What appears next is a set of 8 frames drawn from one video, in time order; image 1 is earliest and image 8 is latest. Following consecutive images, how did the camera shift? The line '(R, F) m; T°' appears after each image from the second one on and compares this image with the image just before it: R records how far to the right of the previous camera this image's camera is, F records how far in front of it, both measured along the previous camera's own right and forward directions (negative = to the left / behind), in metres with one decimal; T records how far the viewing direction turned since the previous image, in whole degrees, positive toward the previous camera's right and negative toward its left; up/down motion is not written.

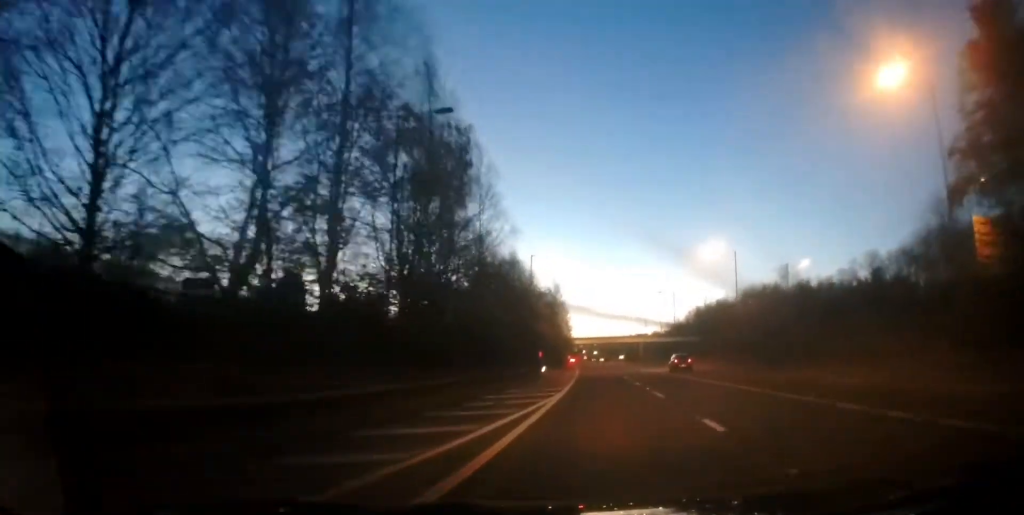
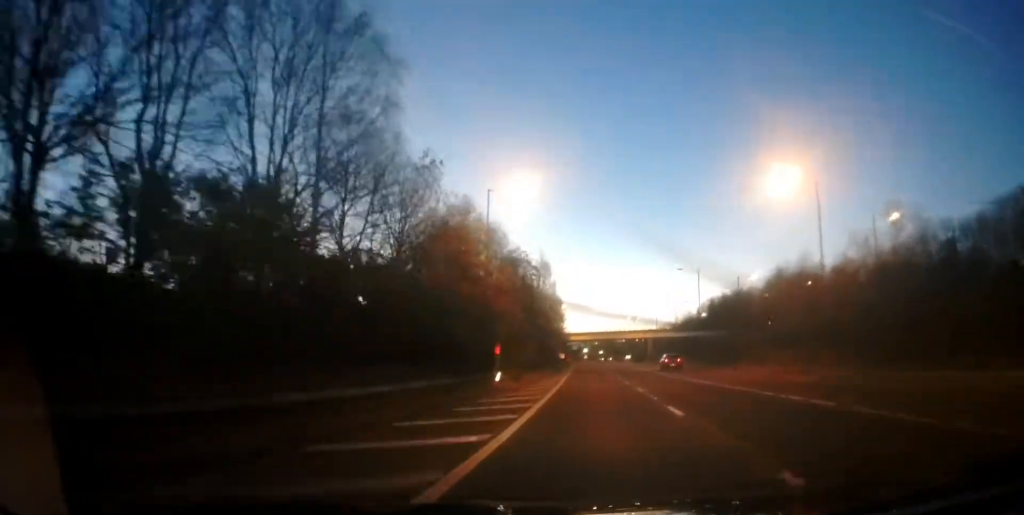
(+0.1, +23.7) m; 0°
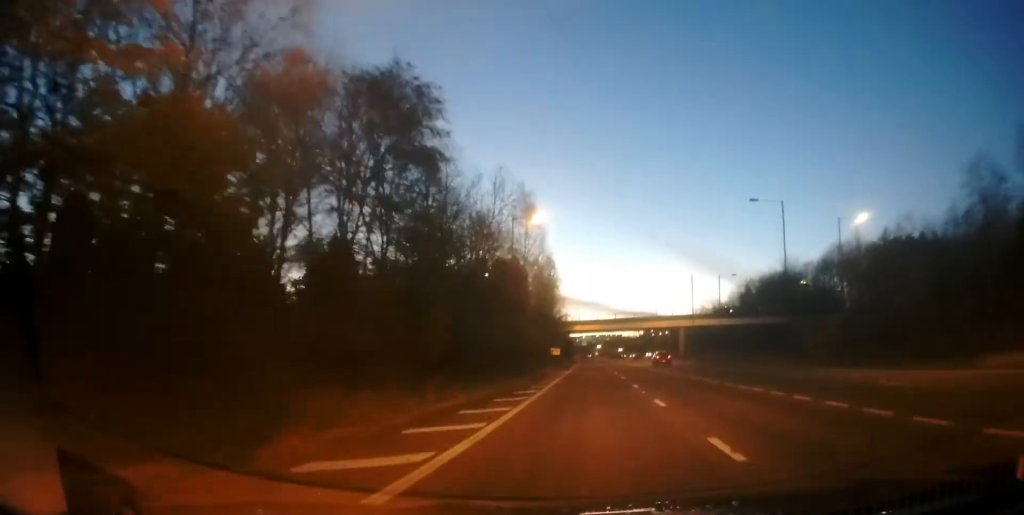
(-0.3, +31.5) m; -2°
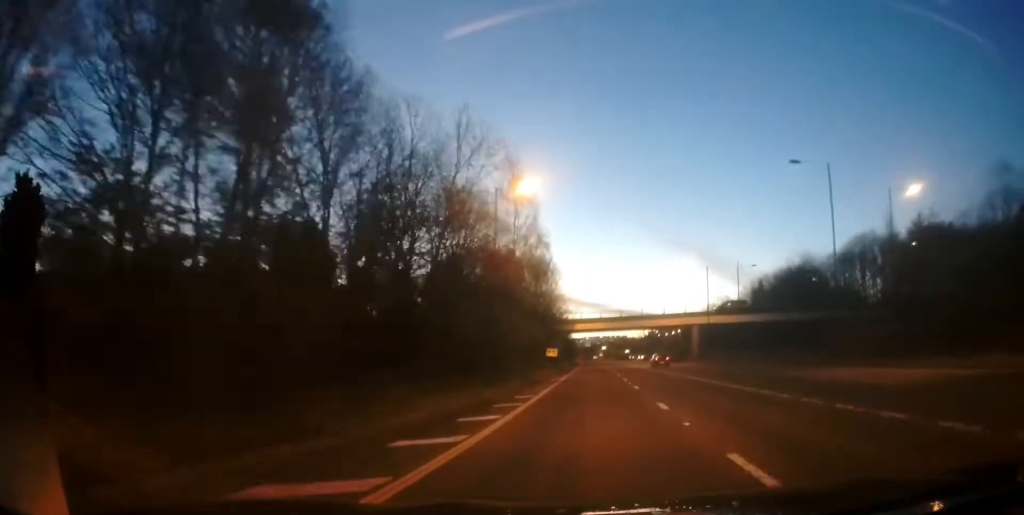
(-0.1, +8.9) m; 0°
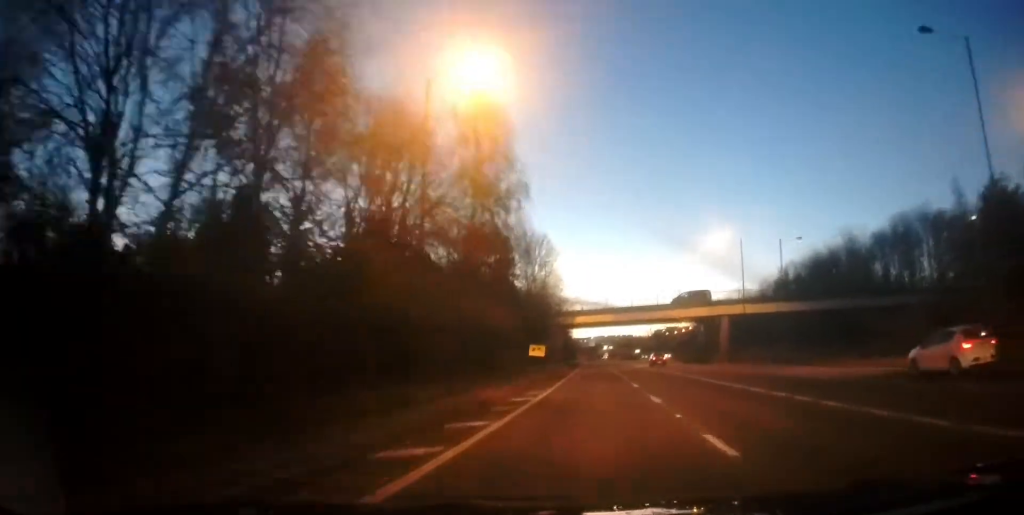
(-0.2, +15.7) m; 0°
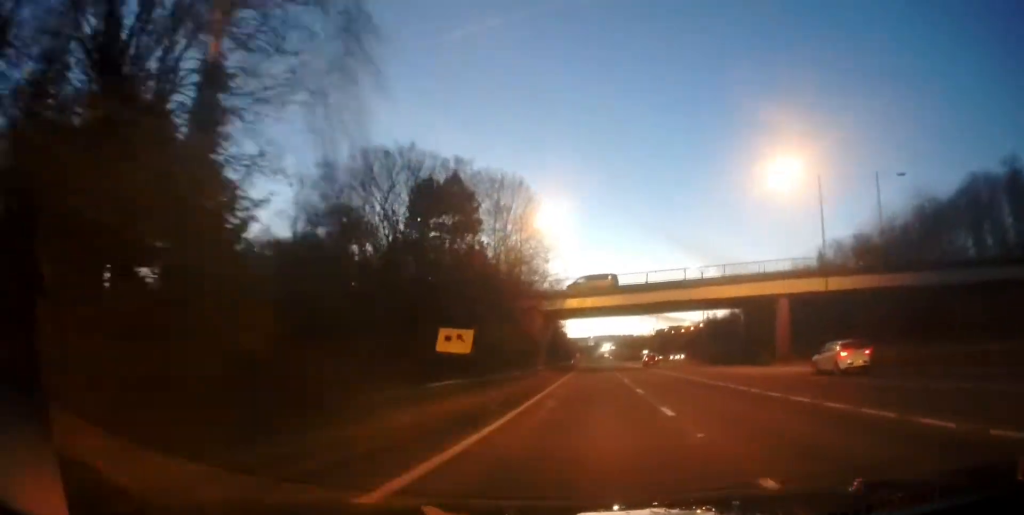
(+0.1, +21.3) m; 0°
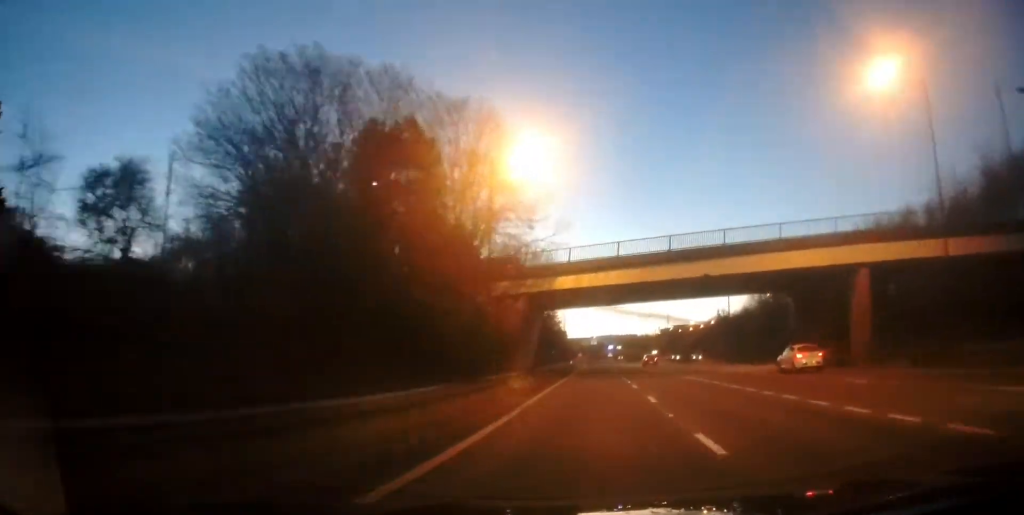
(0.0, +13.7) m; 0°
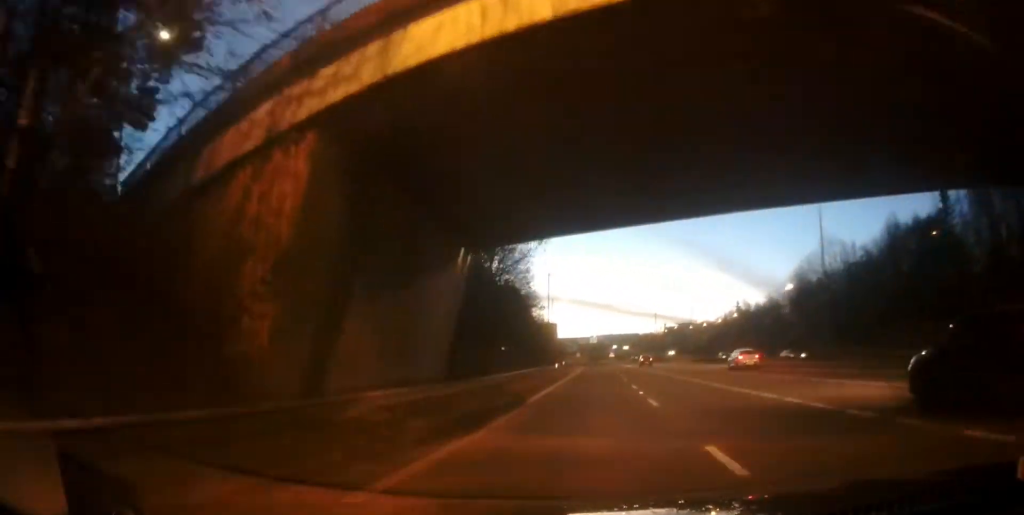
(0.0, +27.4) m; +1°
